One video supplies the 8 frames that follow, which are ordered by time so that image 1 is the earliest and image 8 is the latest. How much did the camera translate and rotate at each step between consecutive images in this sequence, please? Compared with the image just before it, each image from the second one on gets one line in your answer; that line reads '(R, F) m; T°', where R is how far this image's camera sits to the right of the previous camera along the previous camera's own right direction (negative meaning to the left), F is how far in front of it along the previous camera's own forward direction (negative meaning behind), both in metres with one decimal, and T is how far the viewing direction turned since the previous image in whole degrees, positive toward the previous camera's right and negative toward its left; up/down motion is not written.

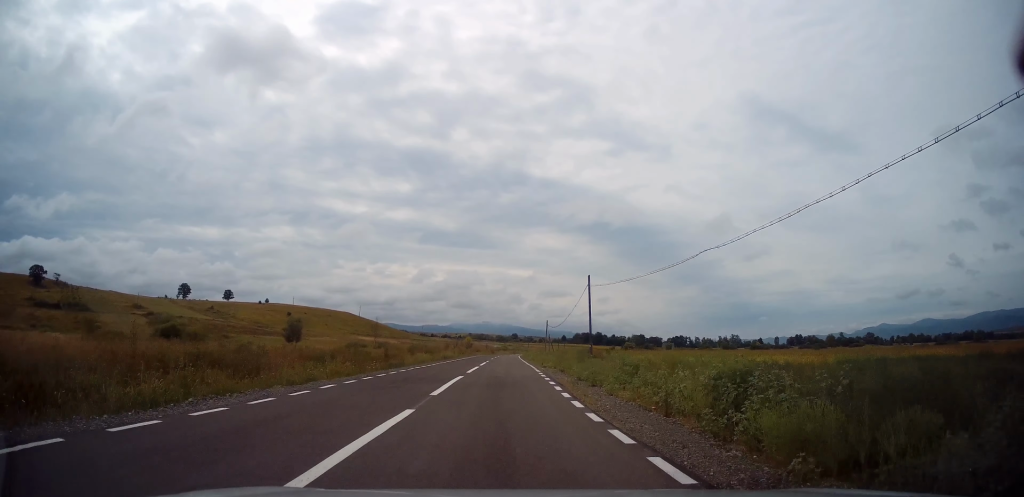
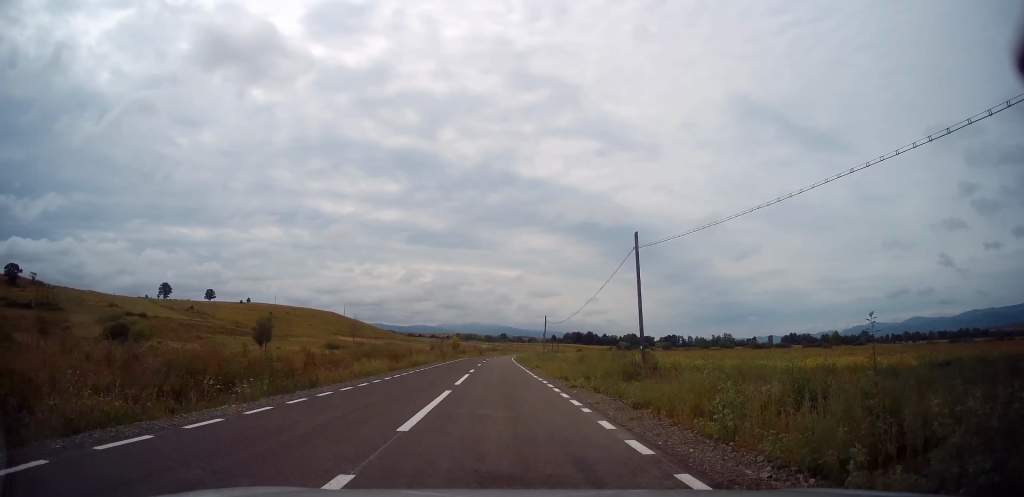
(+0.1, +14.7) m; +1°
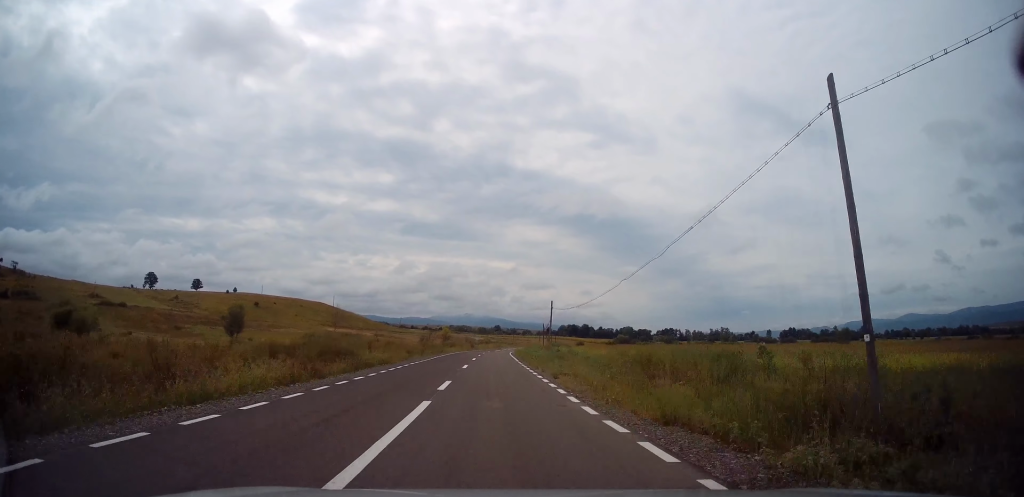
(+0.1, +14.1) m; +1°
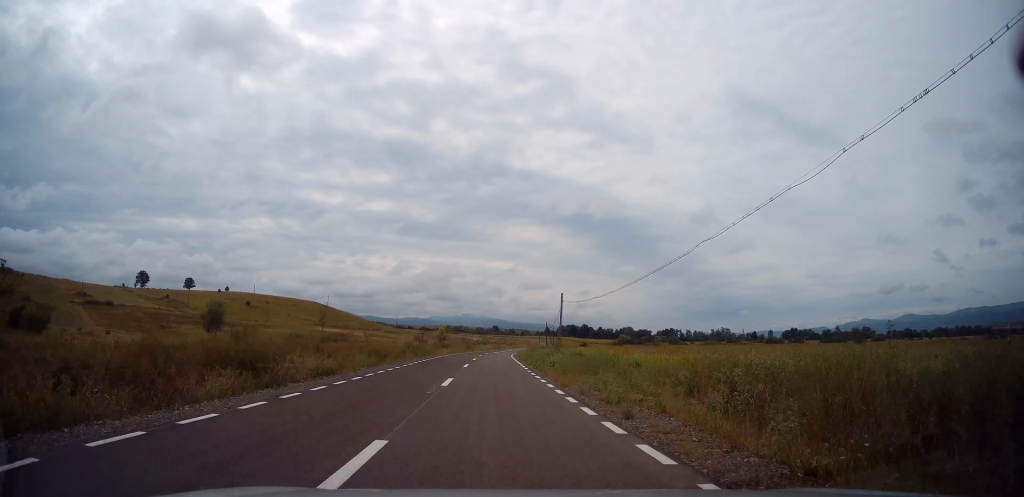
(+0.2, +9.8) m; 0°
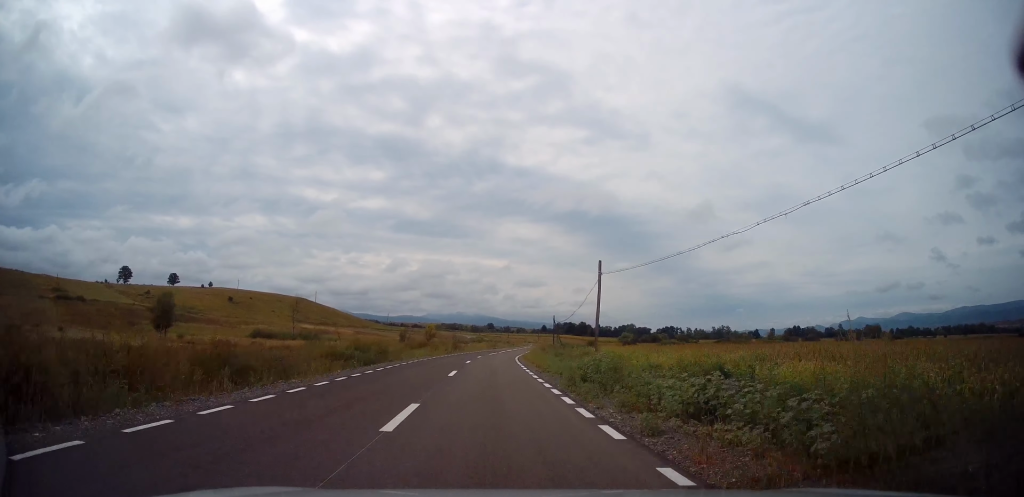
(-0.2, +18.9) m; 0°
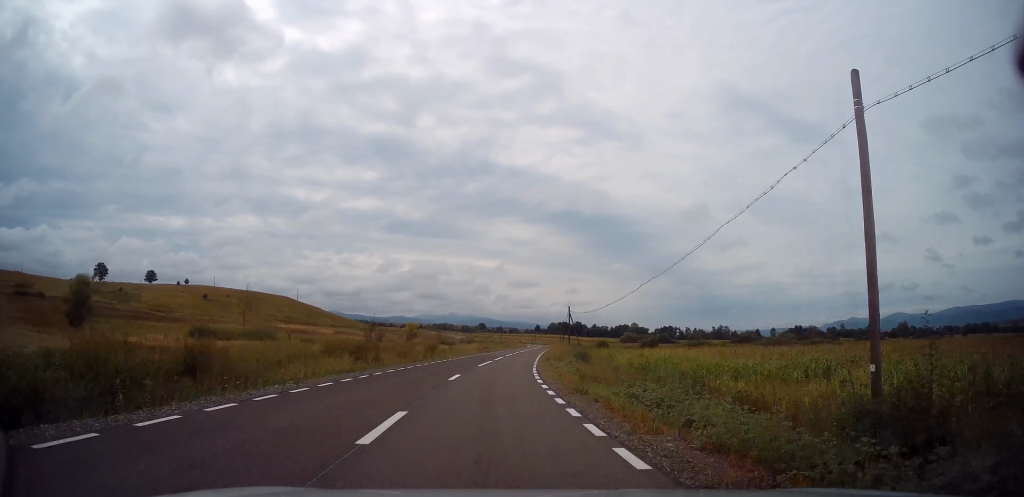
(+0.6, +23.8) m; +2°
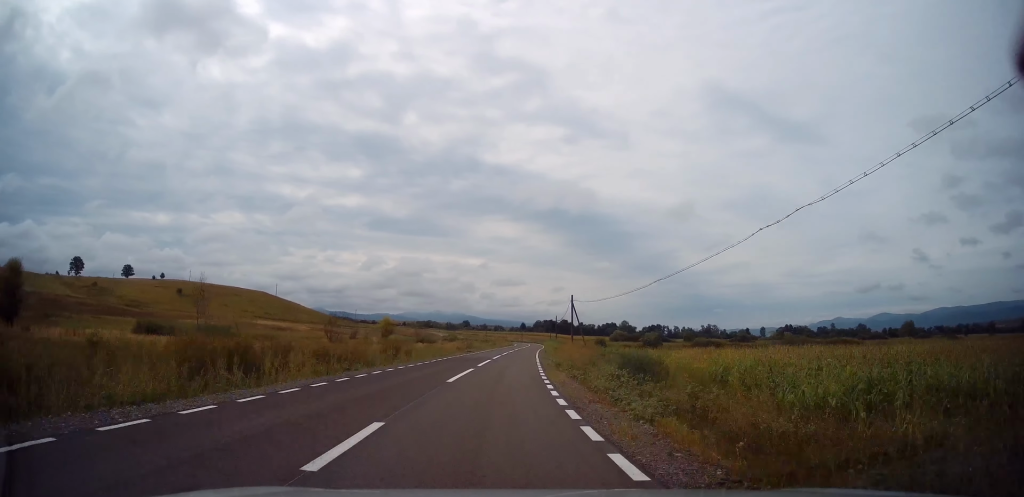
(+0.2, +12.7) m; +1°
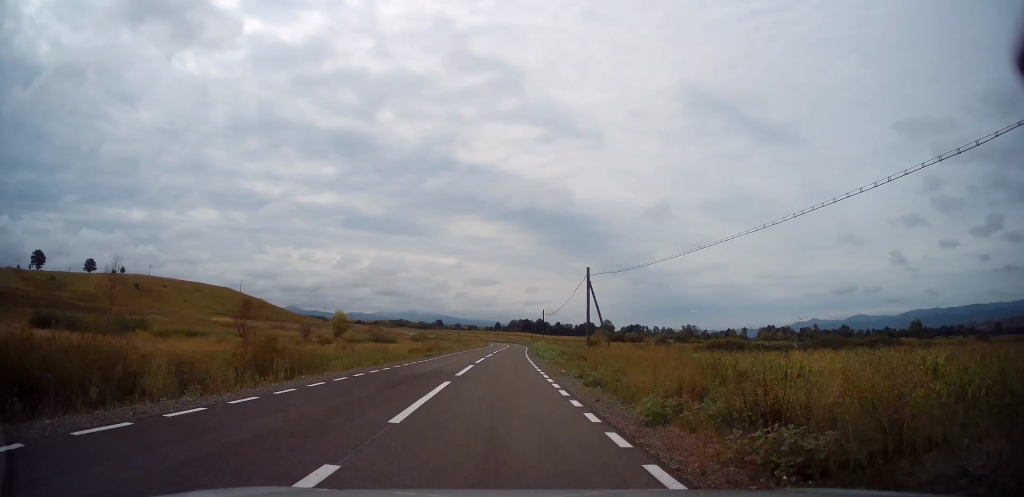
(0.0, +18.5) m; +2°
